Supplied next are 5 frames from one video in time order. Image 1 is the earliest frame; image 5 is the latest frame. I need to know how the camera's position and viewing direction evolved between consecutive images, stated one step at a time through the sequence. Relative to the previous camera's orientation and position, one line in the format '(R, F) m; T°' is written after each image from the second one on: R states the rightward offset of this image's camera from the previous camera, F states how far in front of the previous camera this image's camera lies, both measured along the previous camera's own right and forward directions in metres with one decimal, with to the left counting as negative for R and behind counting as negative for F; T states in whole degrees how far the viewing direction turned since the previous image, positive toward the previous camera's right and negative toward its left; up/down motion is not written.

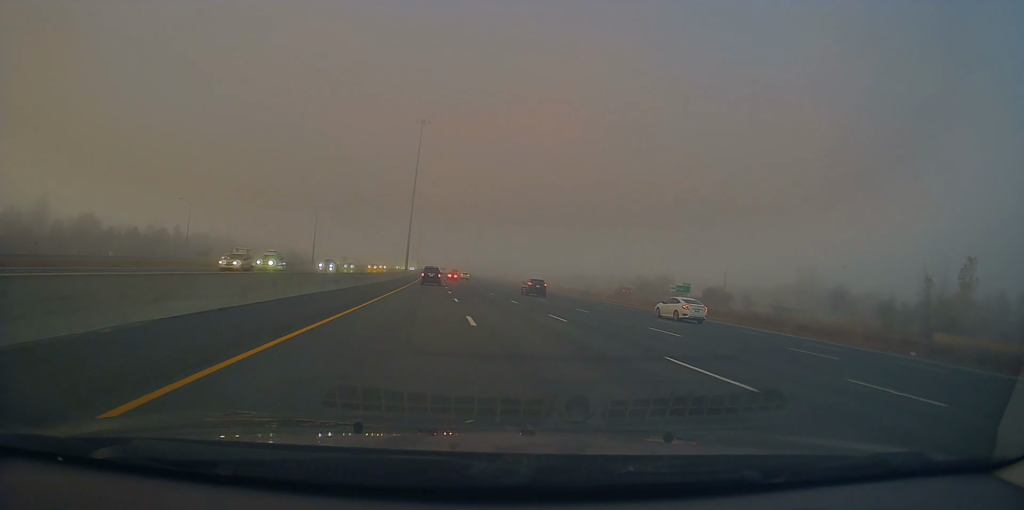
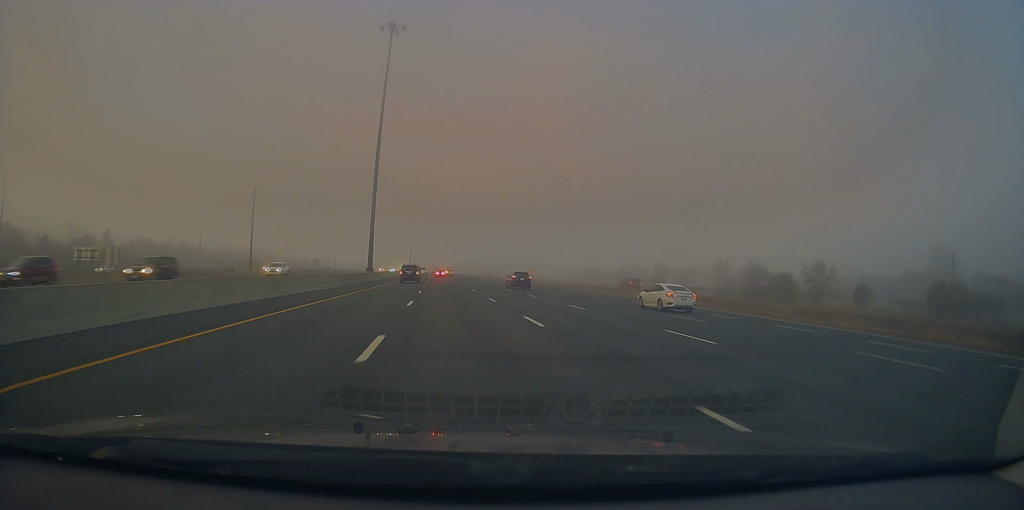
(+0.4, +54.7) m; 0°
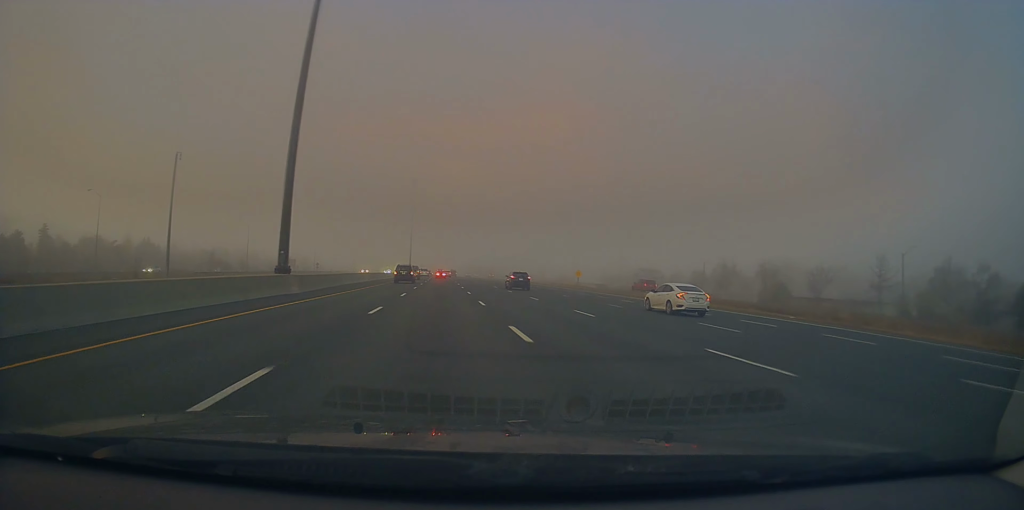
(+0.2, +40.7) m; 0°
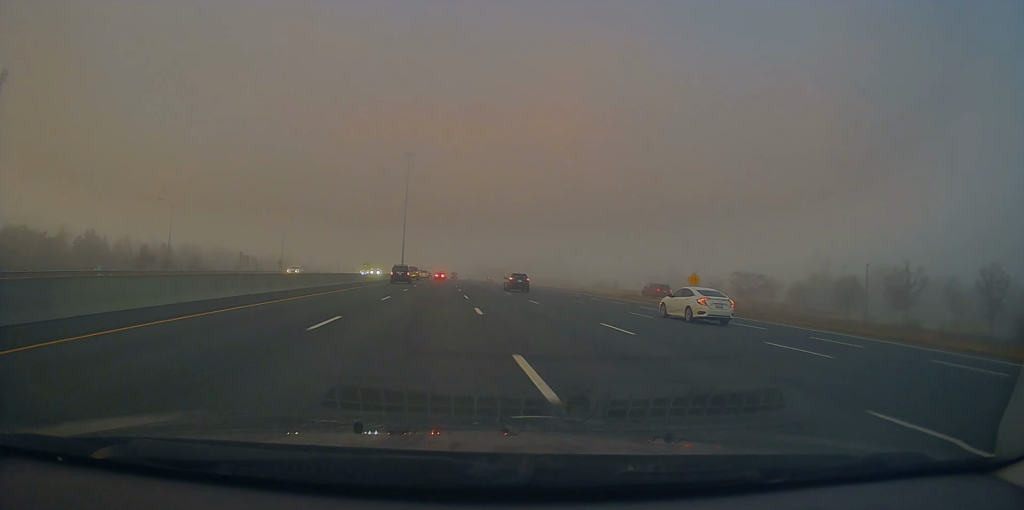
(-0.5, +41.9) m; -2°
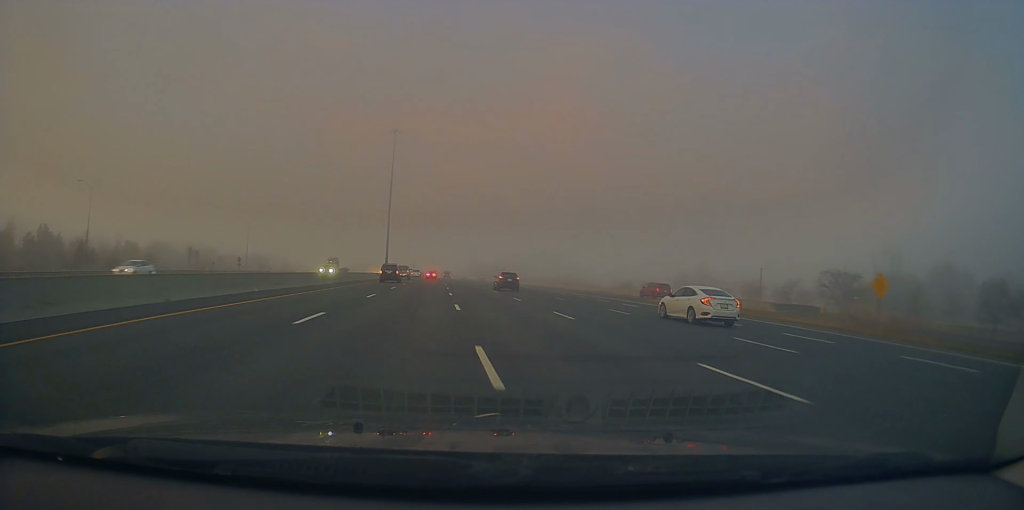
(-0.5, +23.4) m; 0°
